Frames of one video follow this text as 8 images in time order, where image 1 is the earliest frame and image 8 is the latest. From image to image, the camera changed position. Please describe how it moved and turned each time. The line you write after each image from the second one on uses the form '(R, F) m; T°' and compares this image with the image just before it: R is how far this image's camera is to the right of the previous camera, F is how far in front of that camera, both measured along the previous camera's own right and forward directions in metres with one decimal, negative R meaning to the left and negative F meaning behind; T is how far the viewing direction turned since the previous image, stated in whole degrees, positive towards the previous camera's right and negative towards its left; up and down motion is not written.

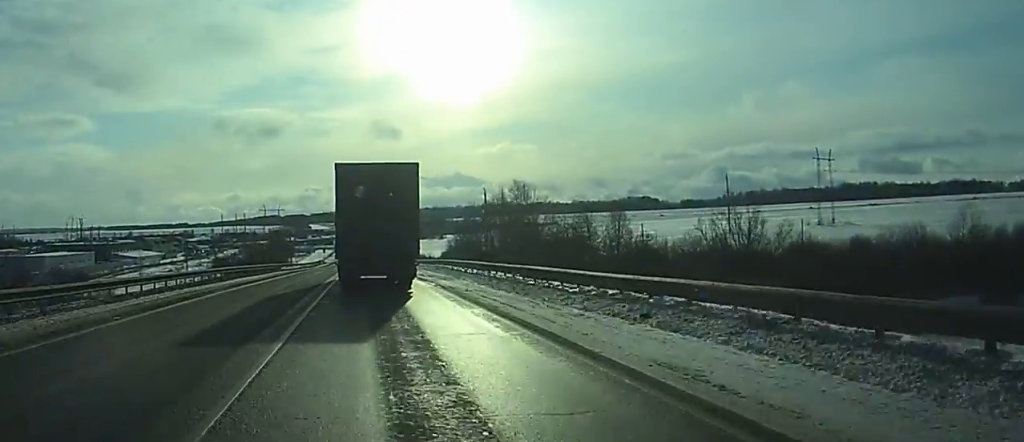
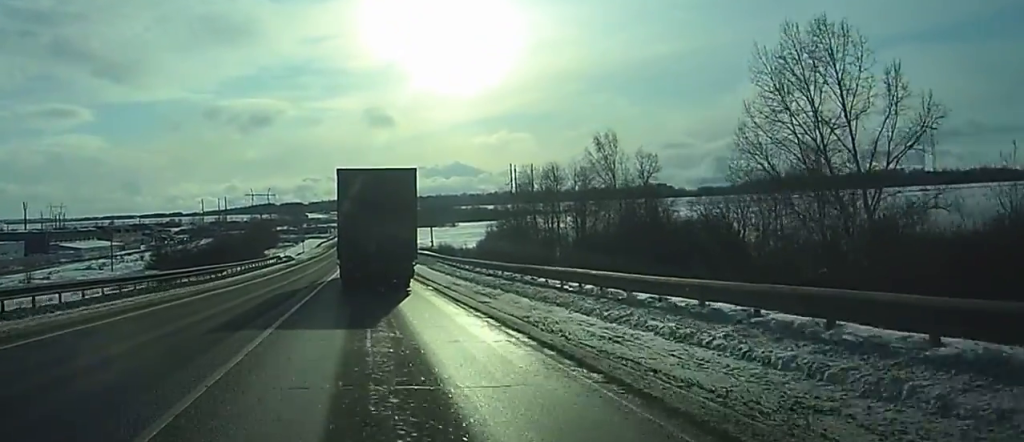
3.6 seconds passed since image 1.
(+0.5, +77.2) m; +1°
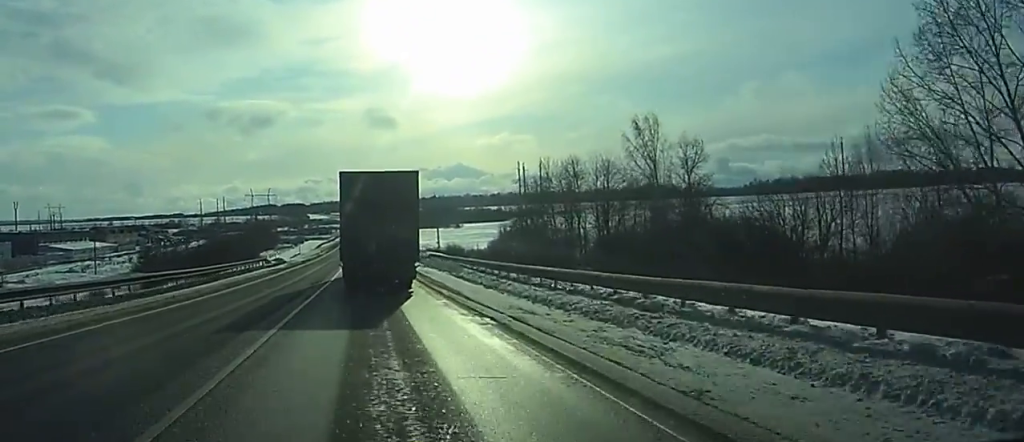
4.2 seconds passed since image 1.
(0.0, +13.0) m; 0°
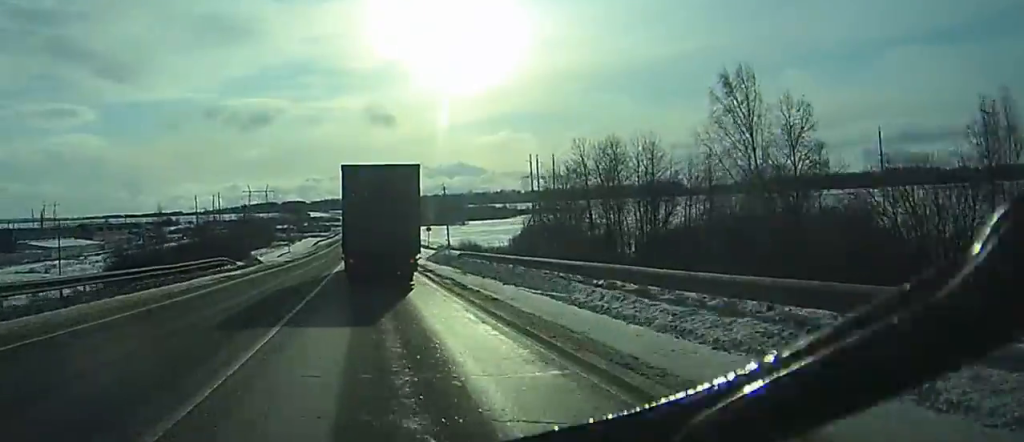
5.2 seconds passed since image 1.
(0.0, +21.0) m; 0°
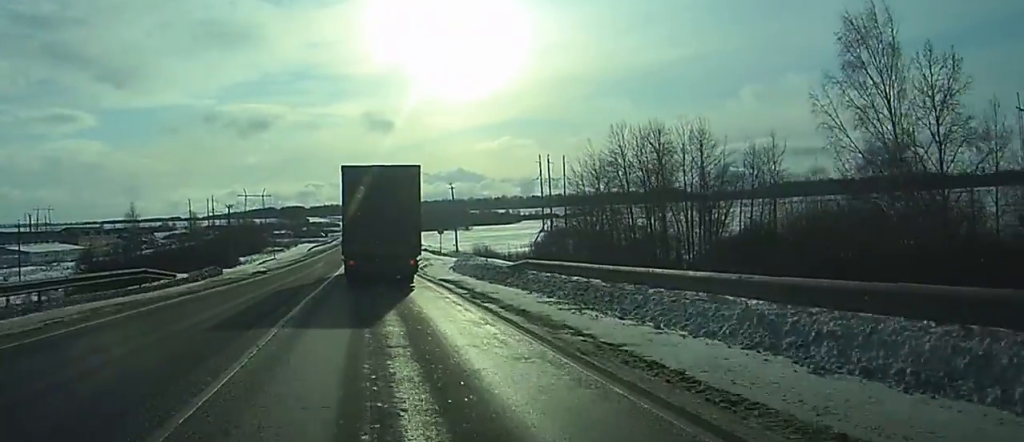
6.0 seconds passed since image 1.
(0.0, +17.4) m; 0°
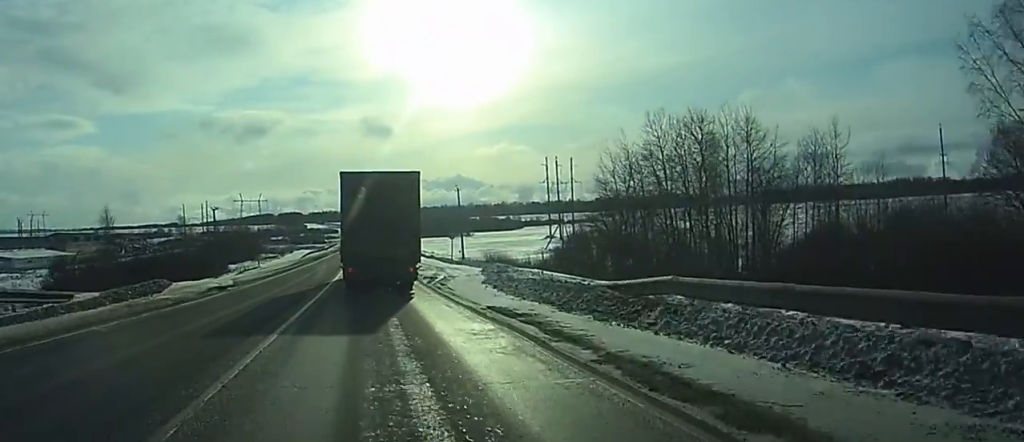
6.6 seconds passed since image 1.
(0.0, +13.1) m; 0°
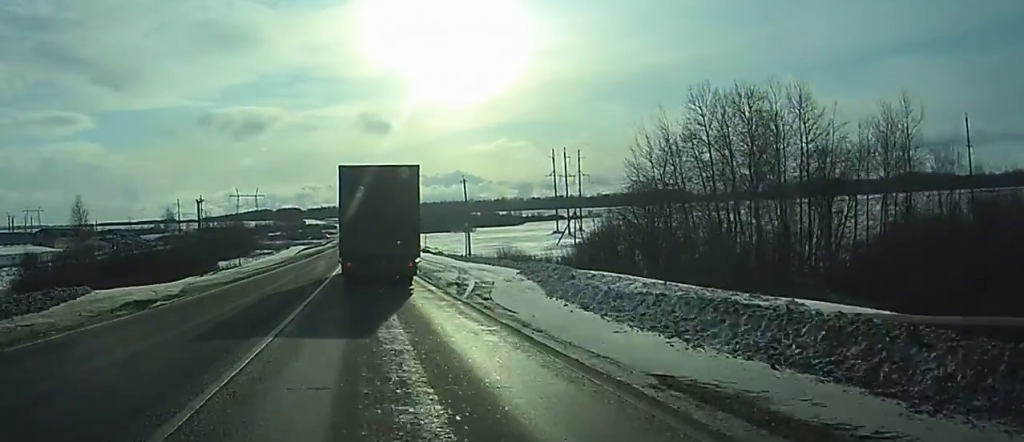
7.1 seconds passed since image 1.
(+0.1, +11.6) m; -1°
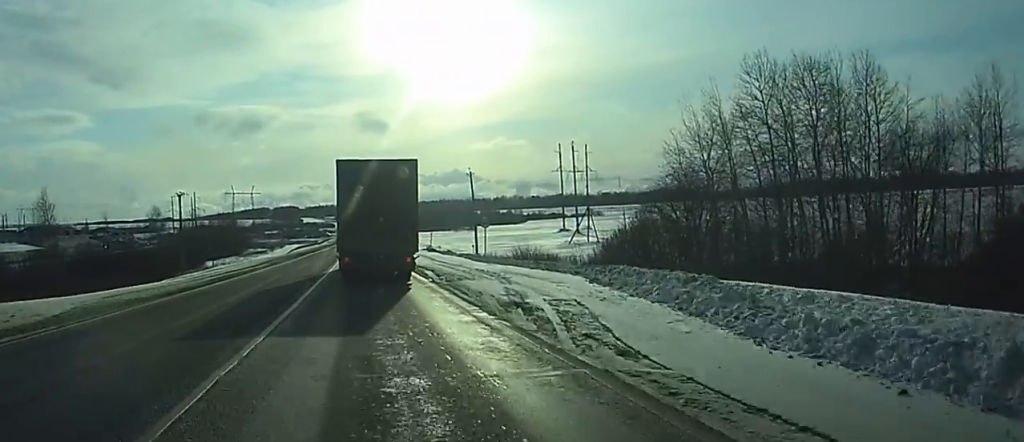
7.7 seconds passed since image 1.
(+0.1, +11.6) m; -1°
